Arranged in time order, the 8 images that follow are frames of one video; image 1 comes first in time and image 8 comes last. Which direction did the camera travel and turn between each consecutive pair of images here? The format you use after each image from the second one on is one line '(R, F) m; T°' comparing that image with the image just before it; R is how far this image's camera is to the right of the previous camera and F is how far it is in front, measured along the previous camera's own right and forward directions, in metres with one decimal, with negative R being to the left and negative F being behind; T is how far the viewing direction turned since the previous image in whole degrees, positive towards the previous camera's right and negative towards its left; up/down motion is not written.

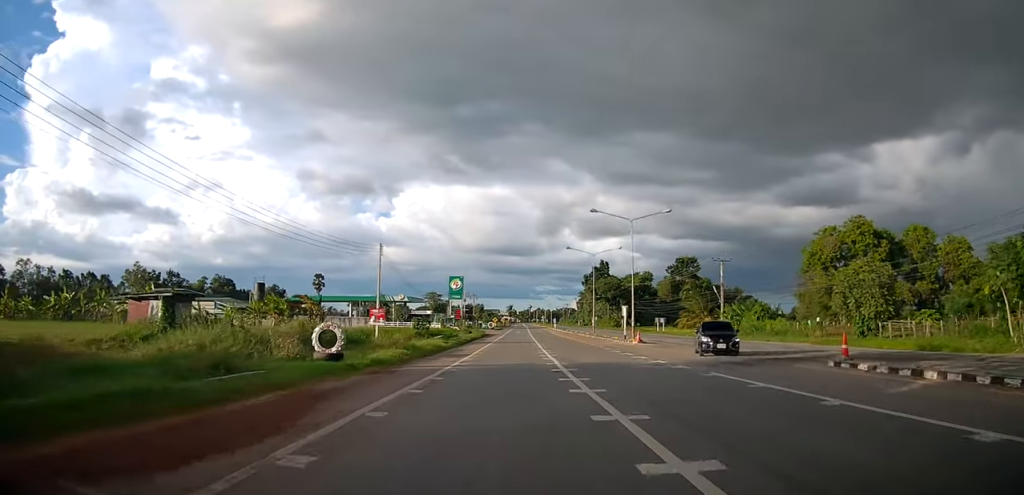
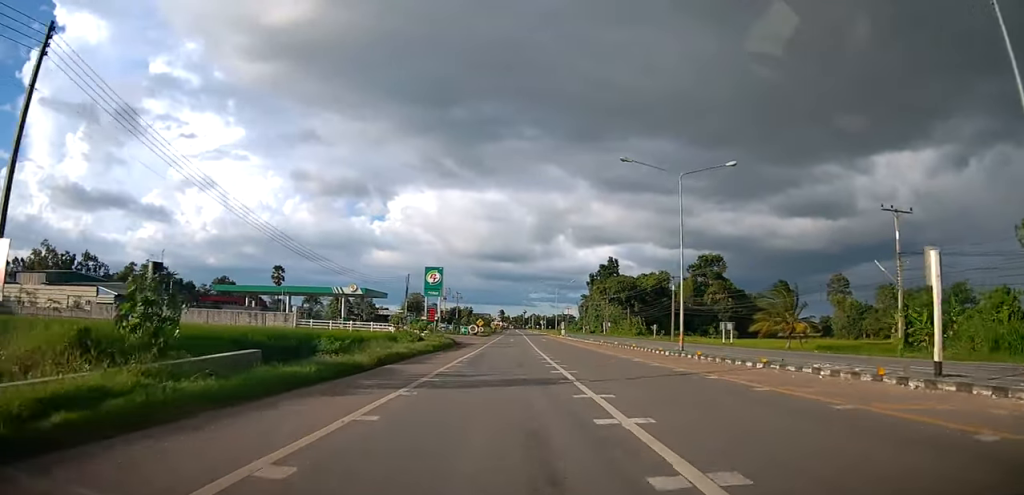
(+1.4, +33.3) m; +5°
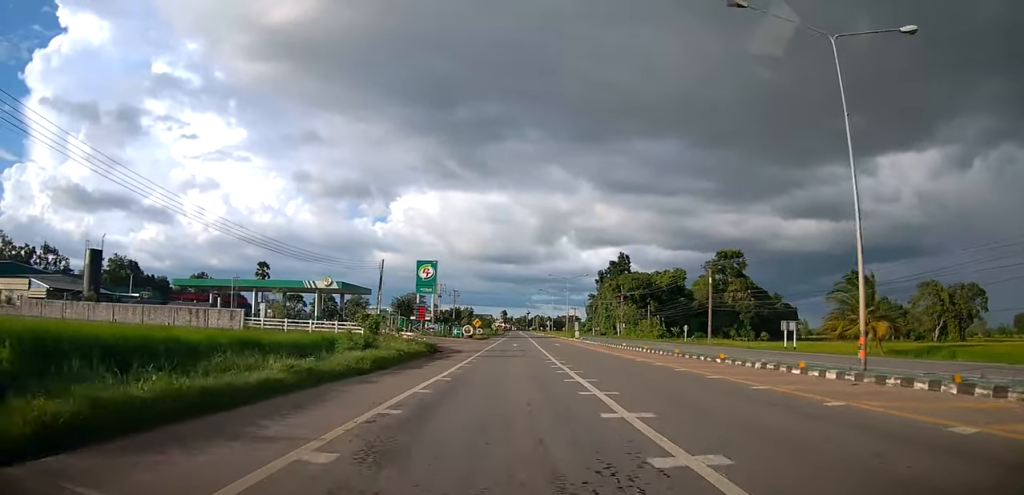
(-0.5, +14.4) m; -2°
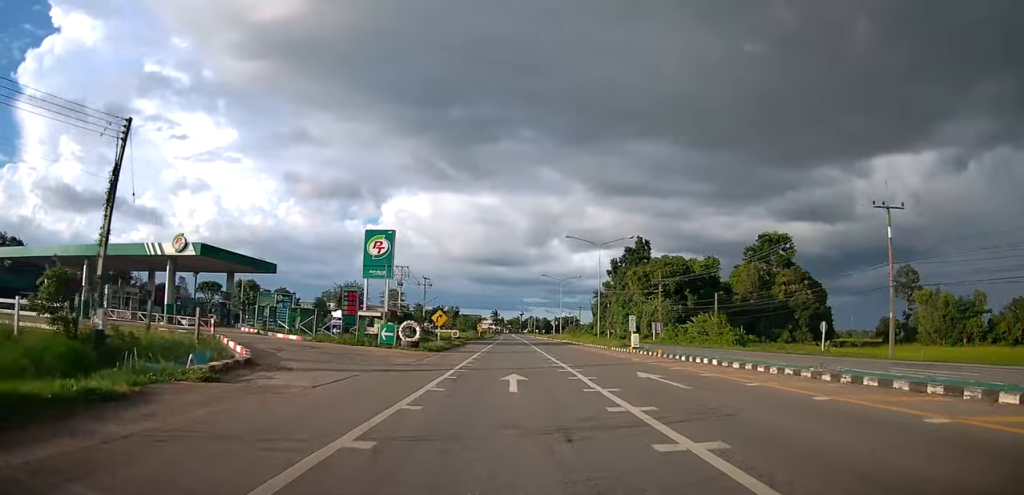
(-0.6, +35.4) m; -1°
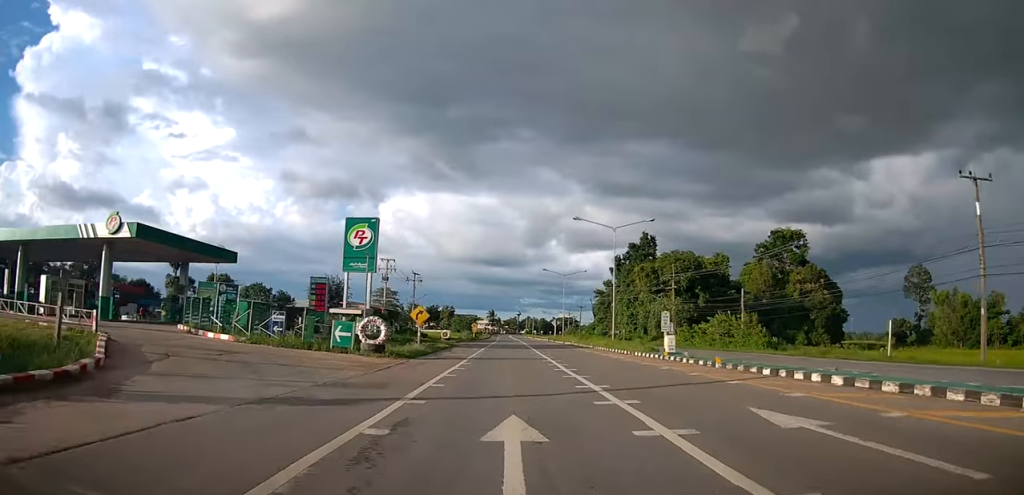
(0.0, +8.1) m; 0°
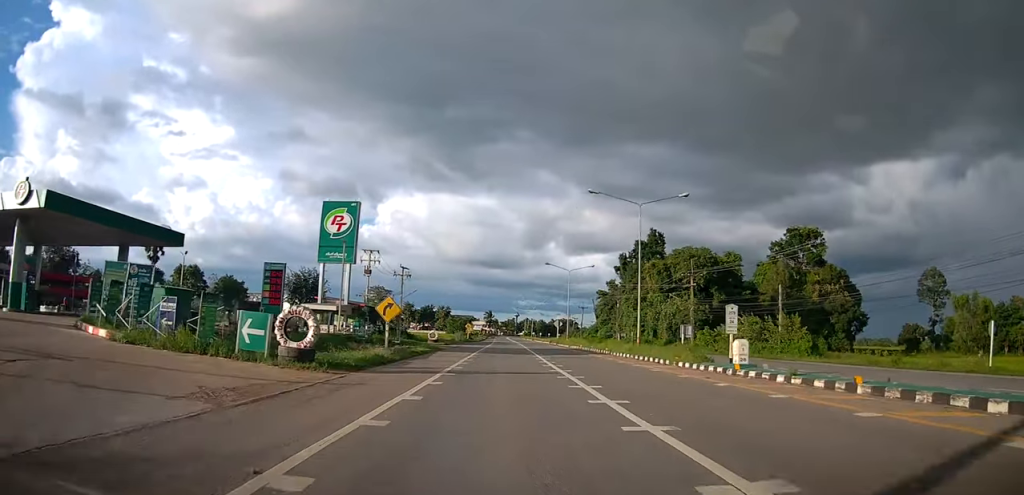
(0.0, +8.5) m; 0°
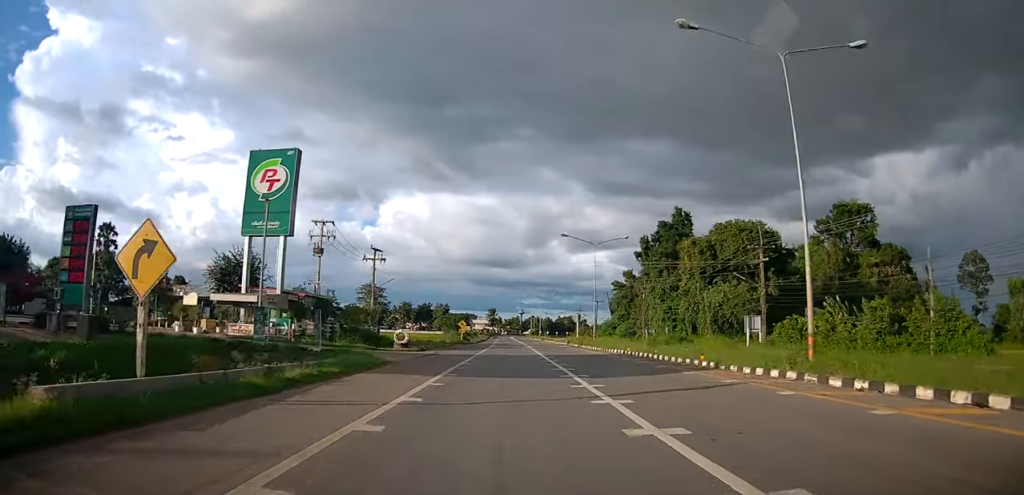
(0.0, +18.3) m; 0°
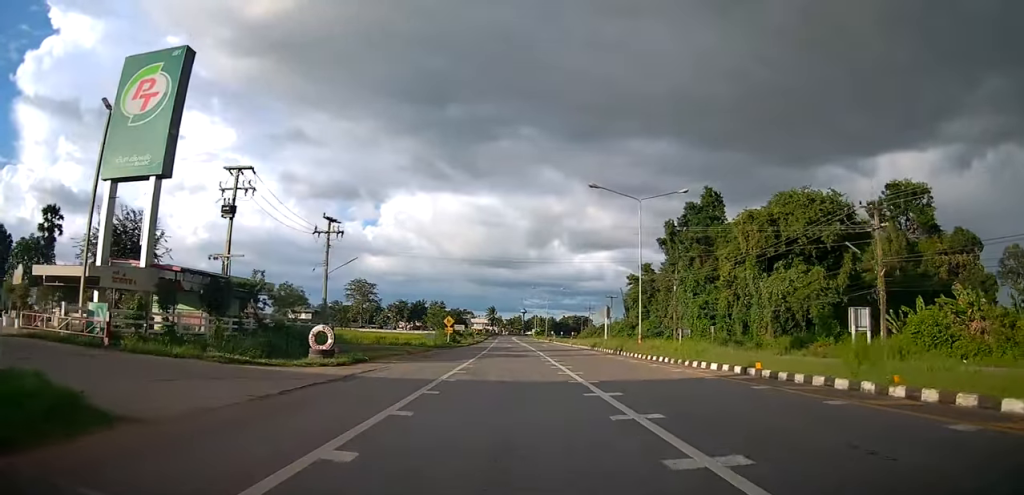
(0.0, +16.6) m; +1°
